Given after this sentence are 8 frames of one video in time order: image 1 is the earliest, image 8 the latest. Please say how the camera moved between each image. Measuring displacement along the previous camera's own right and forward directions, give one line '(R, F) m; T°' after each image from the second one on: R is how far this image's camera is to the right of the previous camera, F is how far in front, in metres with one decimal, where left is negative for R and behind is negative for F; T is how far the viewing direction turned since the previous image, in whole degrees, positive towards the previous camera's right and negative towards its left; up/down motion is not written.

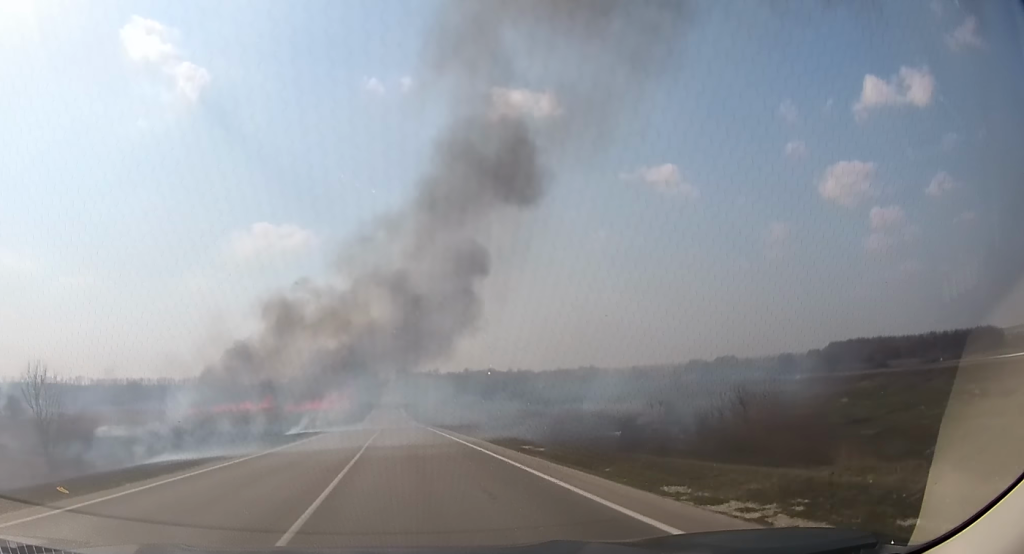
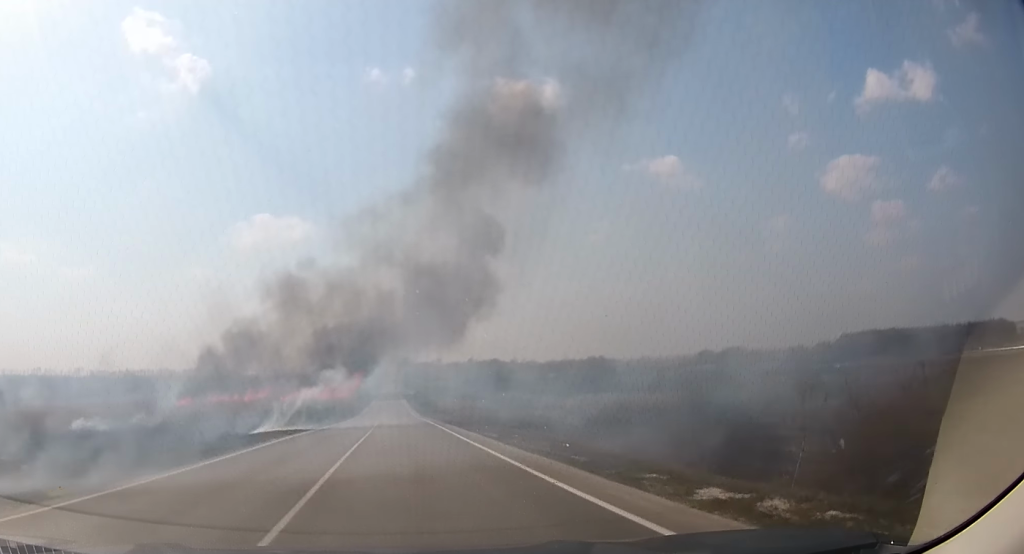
(0.0, +12.4) m; 0°
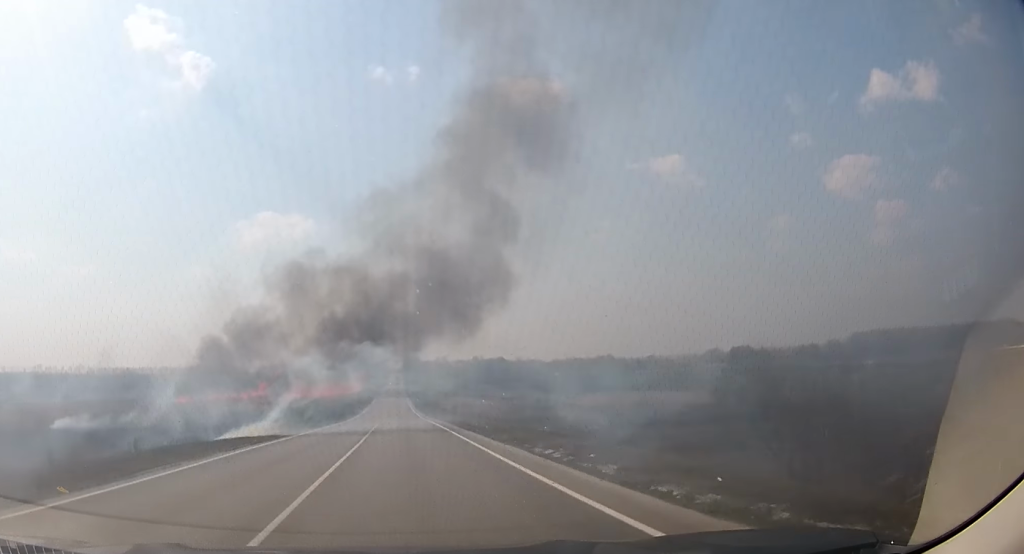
(0.0, +8.6) m; 0°
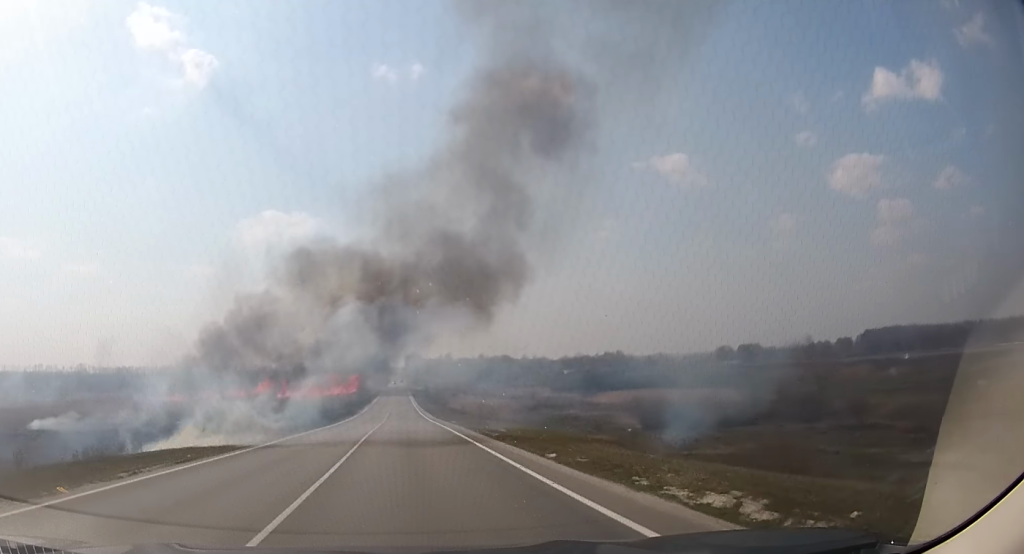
(0.0, +8.6) m; 0°
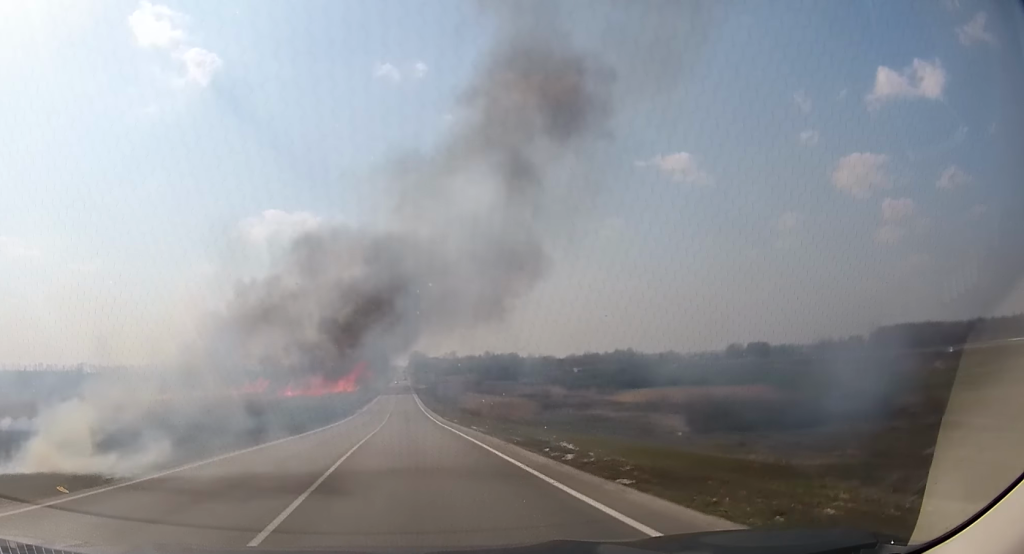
(0.0, +10.4) m; 0°
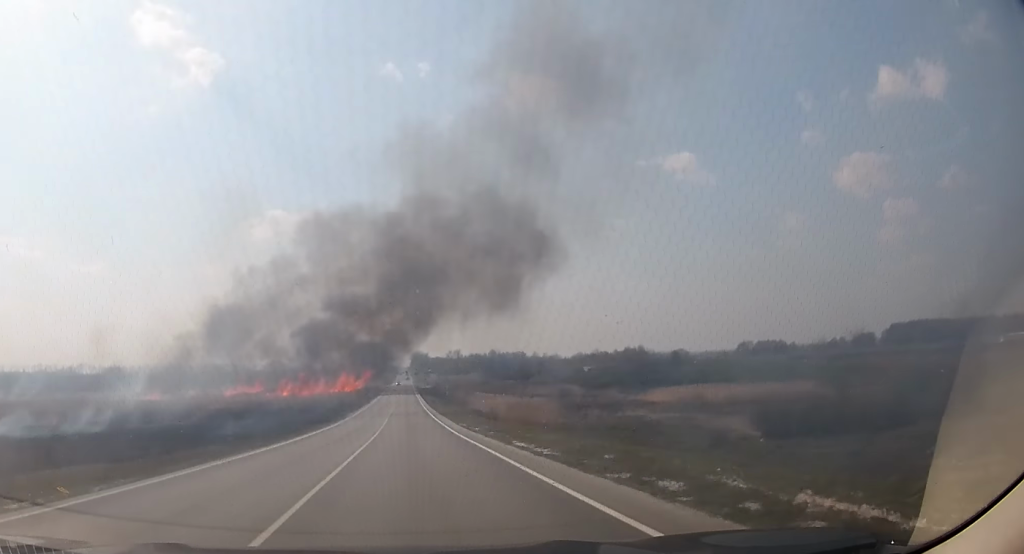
(0.0, +11.8) m; 0°
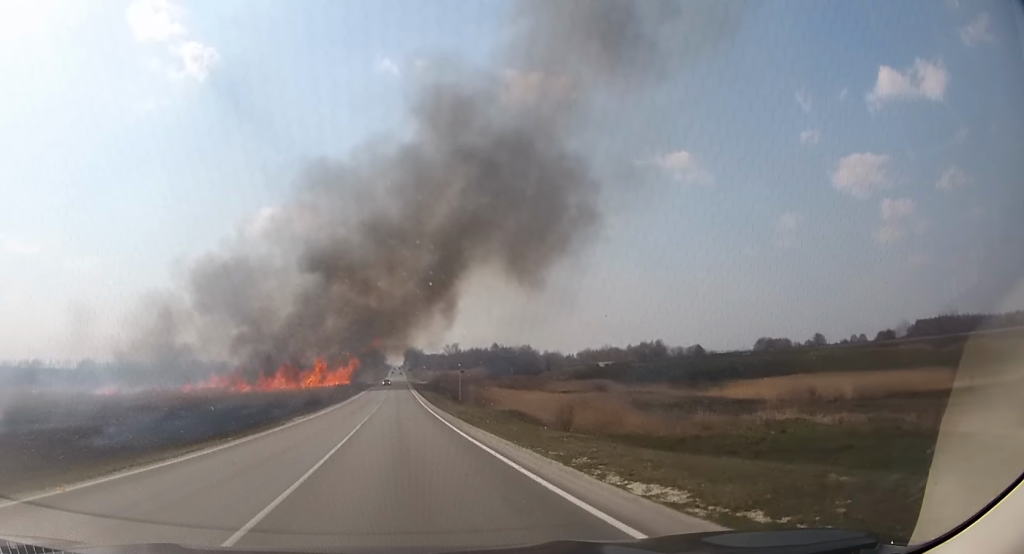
(0.0, +28.9) m; 0°
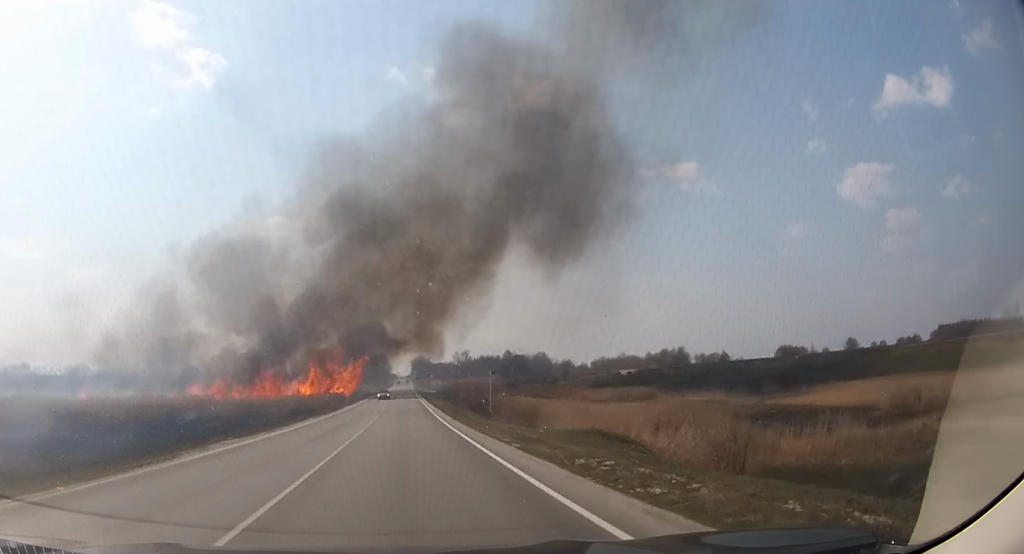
(0.0, +16.2) m; 0°
